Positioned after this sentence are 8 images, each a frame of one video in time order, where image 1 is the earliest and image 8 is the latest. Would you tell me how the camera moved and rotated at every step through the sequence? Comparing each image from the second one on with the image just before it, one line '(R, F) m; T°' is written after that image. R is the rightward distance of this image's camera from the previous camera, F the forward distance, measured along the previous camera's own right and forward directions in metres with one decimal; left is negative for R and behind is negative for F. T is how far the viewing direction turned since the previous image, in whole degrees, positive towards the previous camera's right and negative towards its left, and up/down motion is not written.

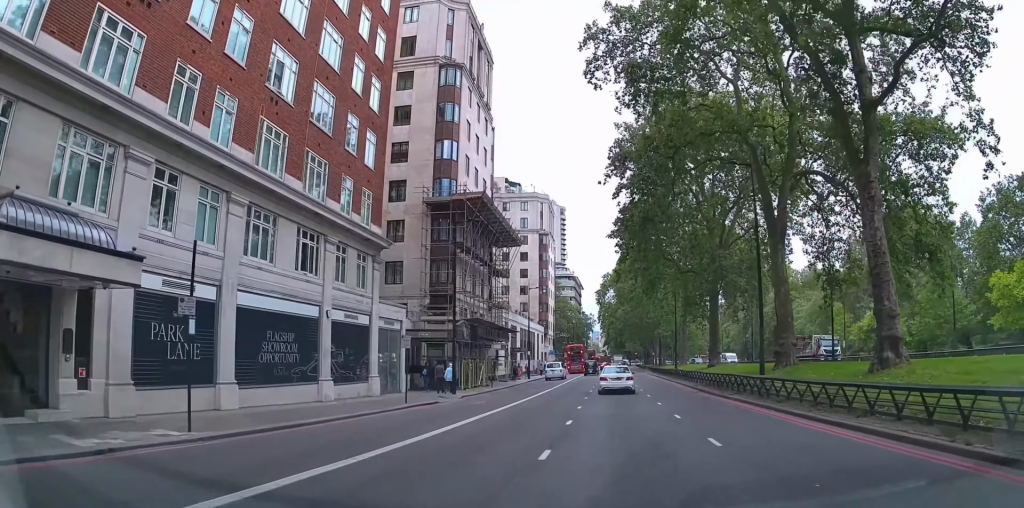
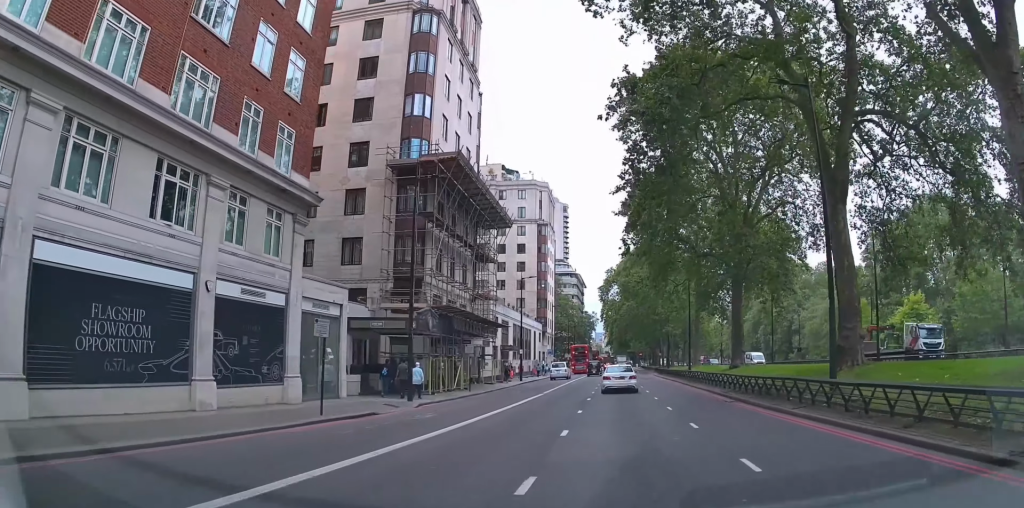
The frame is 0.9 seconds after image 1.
(0.0, +9.7) m; 0°
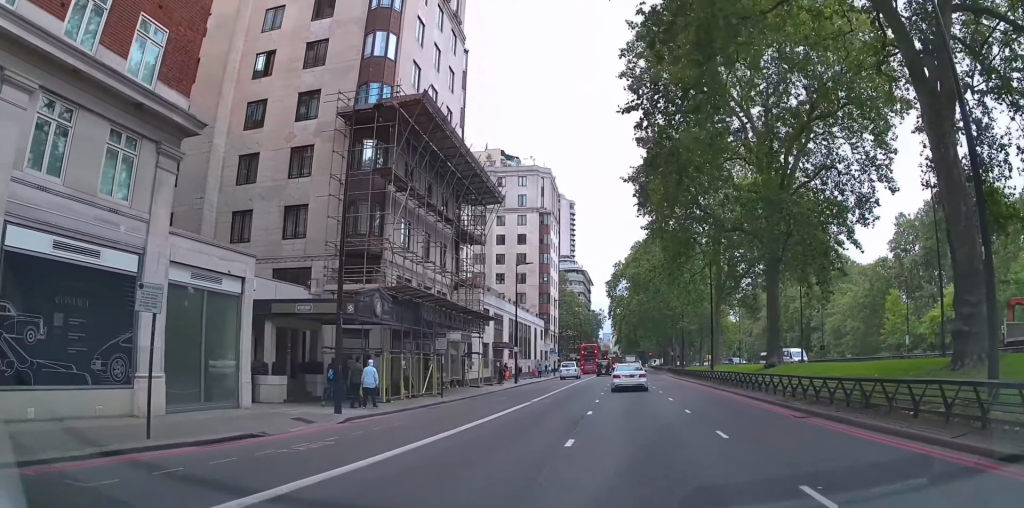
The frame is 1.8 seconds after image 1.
(0.0, +9.5) m; 0°
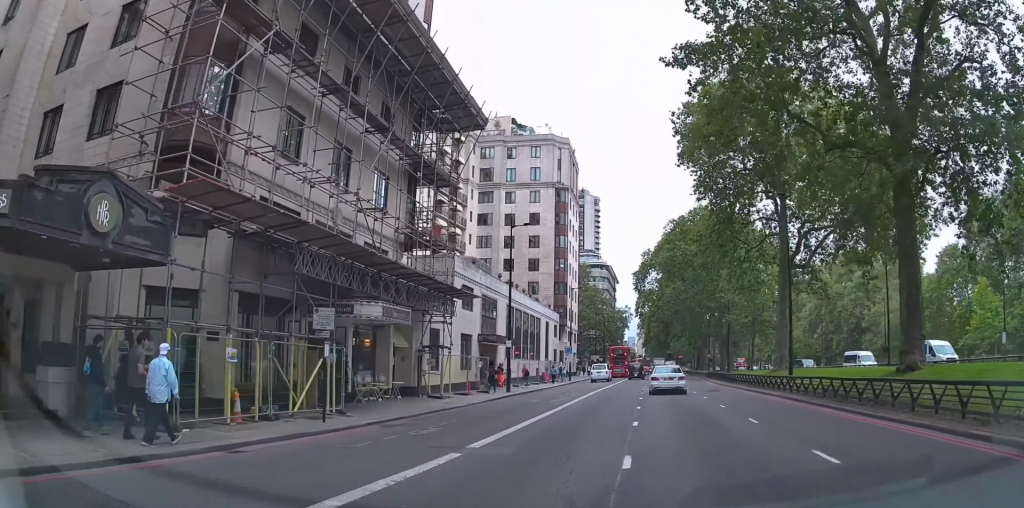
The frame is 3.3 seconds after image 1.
(0.0, +17.4) m; 0°
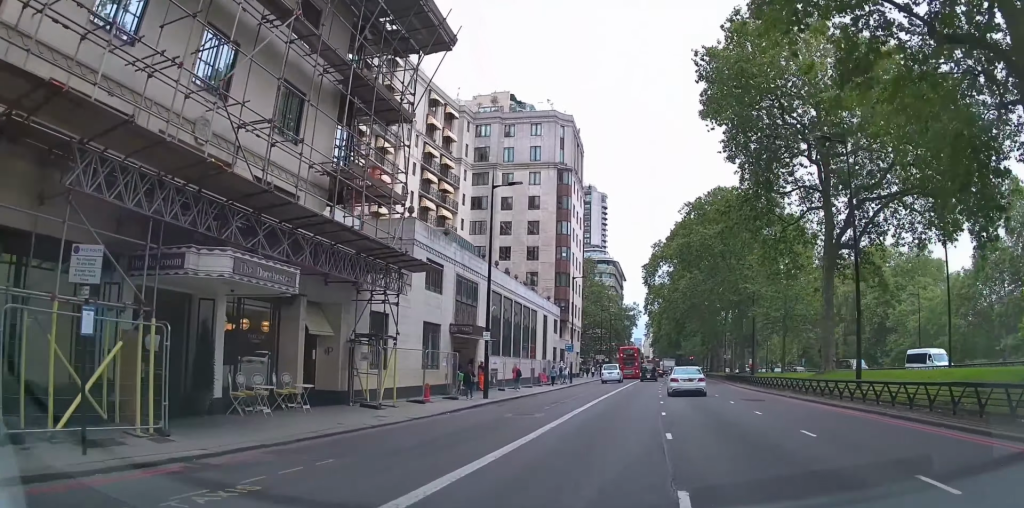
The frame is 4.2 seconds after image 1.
(0.0, +9.6) m; 0°
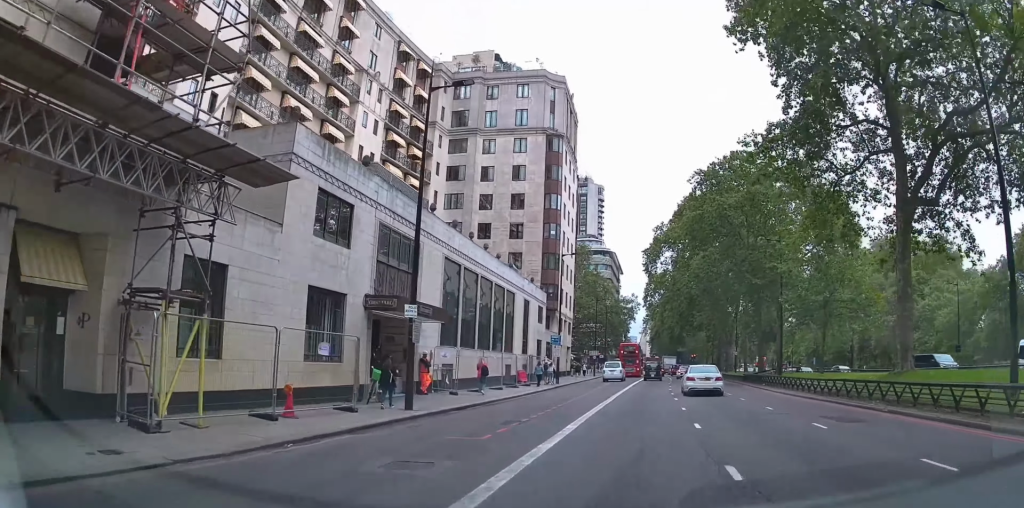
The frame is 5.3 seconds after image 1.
(0.0, +11.8) m; 0°
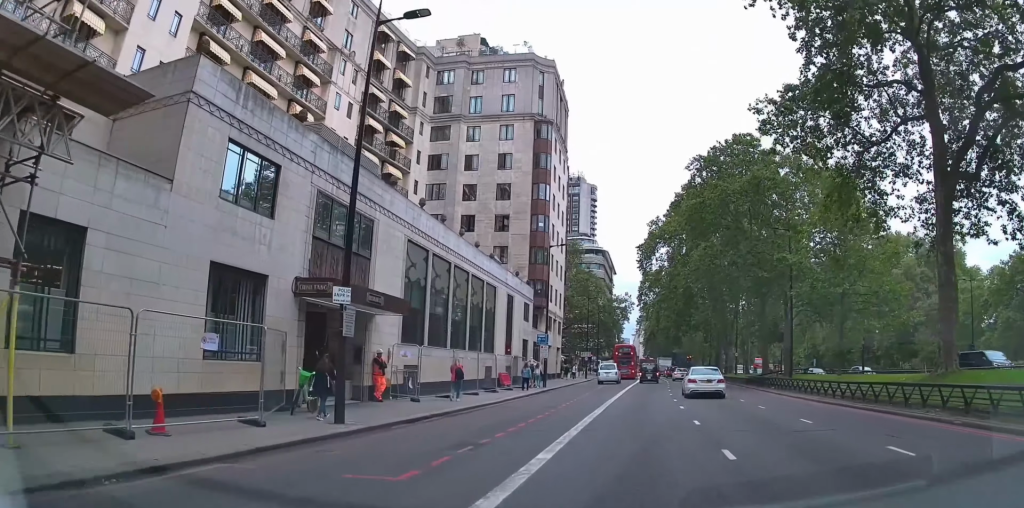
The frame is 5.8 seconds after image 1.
(0.0, +4.8) m; +1°
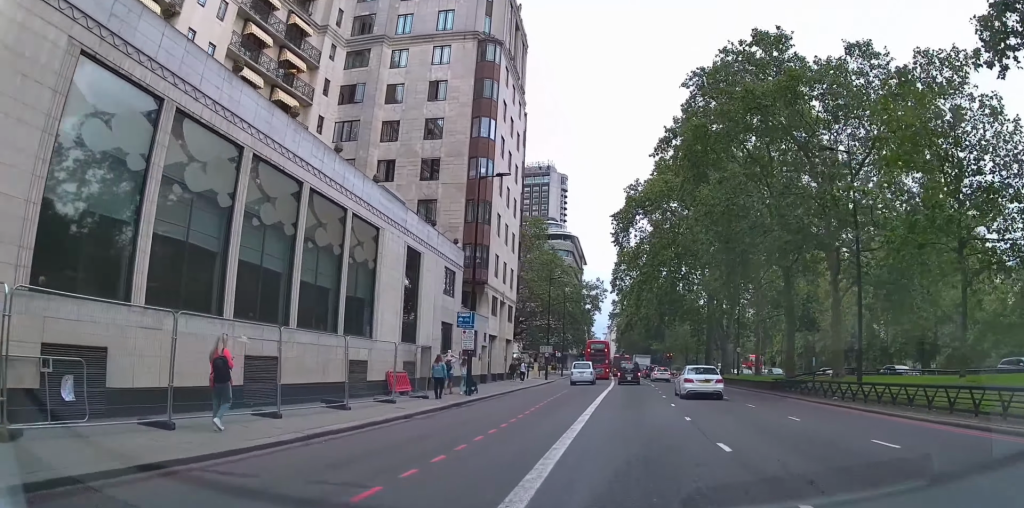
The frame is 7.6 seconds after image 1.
(+0.6, +17.5) m; +2°
